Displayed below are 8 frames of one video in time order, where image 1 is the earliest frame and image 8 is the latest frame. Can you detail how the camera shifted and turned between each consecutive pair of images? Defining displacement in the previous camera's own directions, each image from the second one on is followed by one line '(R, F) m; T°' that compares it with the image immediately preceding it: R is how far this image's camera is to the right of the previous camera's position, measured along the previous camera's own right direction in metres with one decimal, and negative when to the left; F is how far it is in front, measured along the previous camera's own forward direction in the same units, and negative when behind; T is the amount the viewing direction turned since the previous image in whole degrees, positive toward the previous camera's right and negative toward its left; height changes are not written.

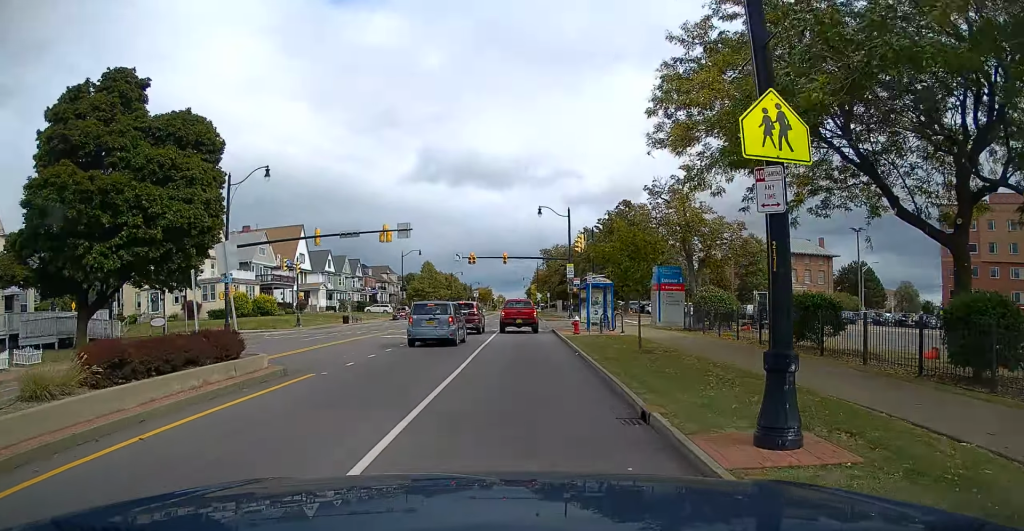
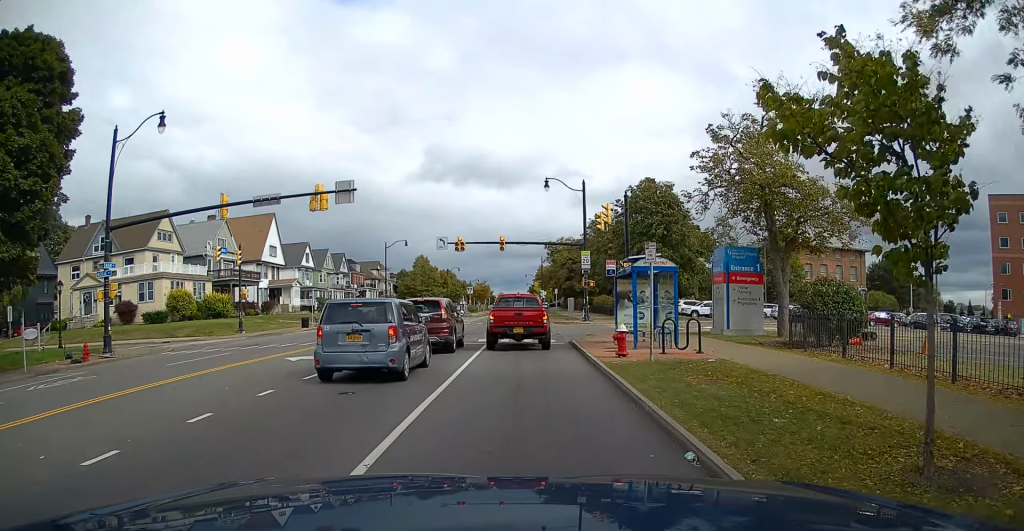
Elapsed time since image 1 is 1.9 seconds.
(0.0, +12.2) m; 0°
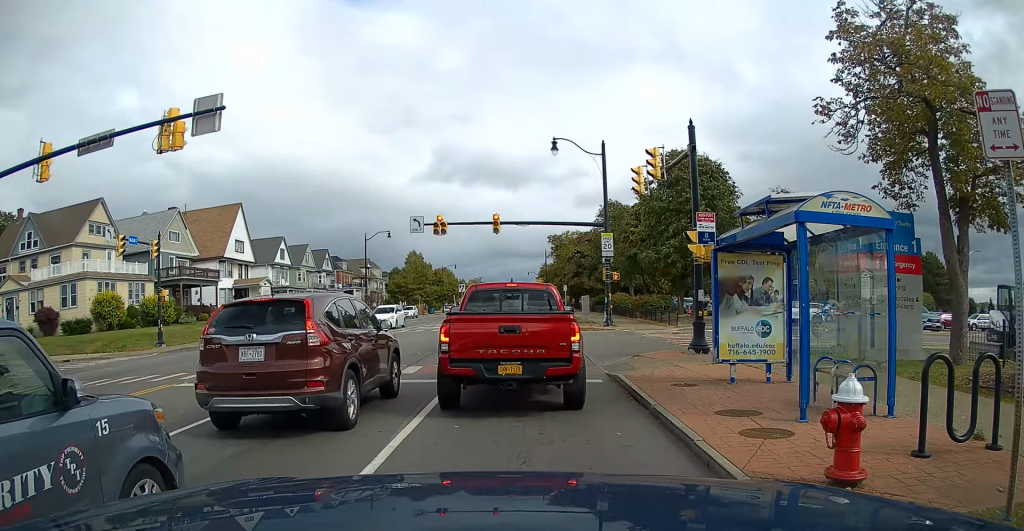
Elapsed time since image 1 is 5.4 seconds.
(-0.2, +12.1) m; +3°
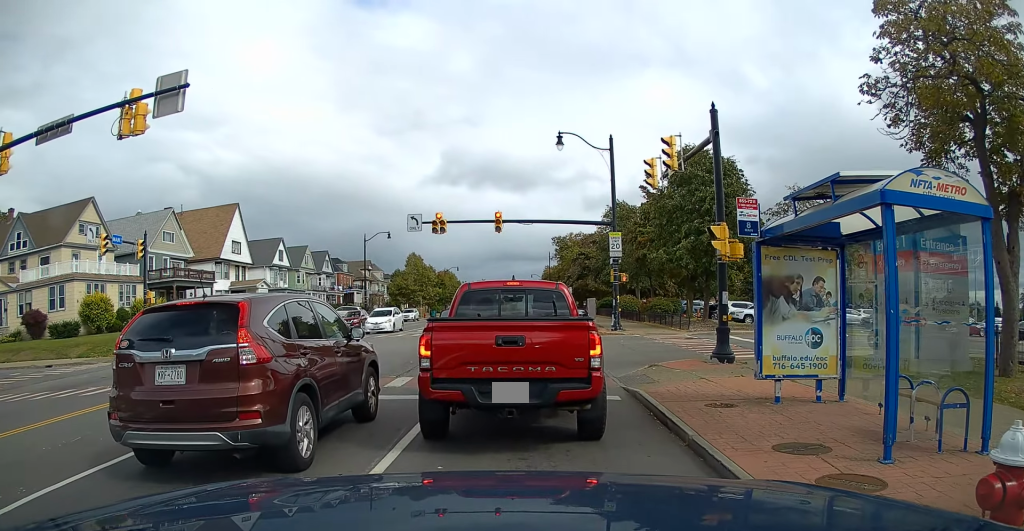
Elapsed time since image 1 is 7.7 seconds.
(0.0, +4.1) m; +5°
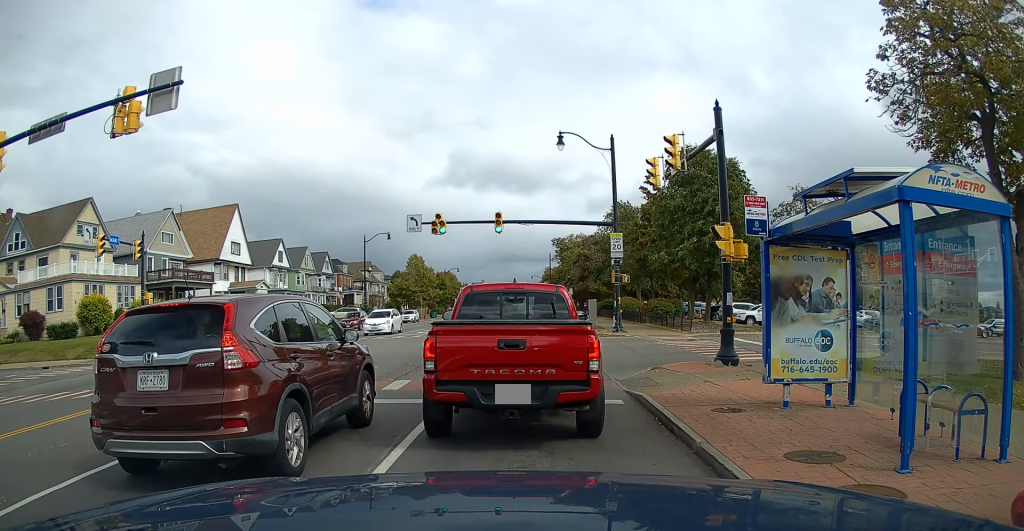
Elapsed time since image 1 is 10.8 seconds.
(+0.5, +3.6) m; -5°
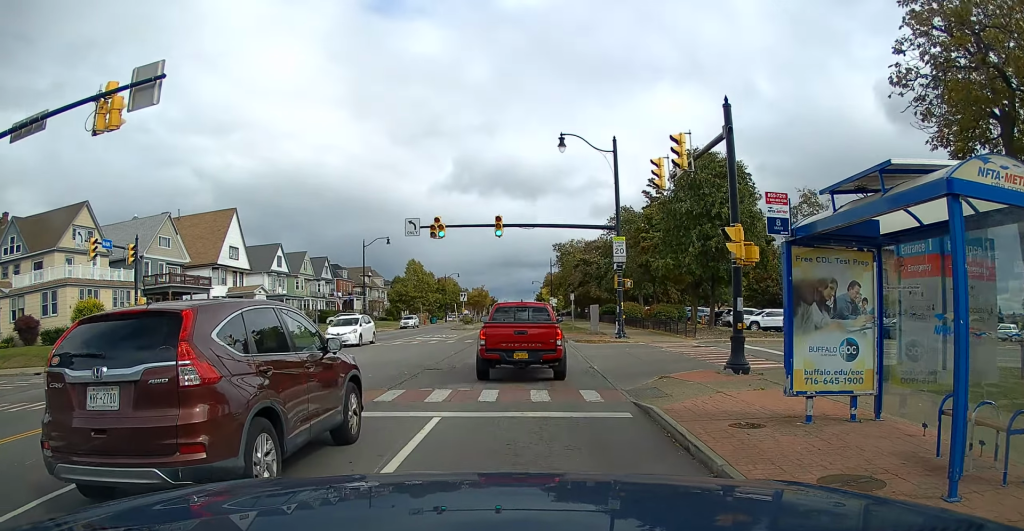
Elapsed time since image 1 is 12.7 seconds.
(-0.6, +4.1) m; -5°
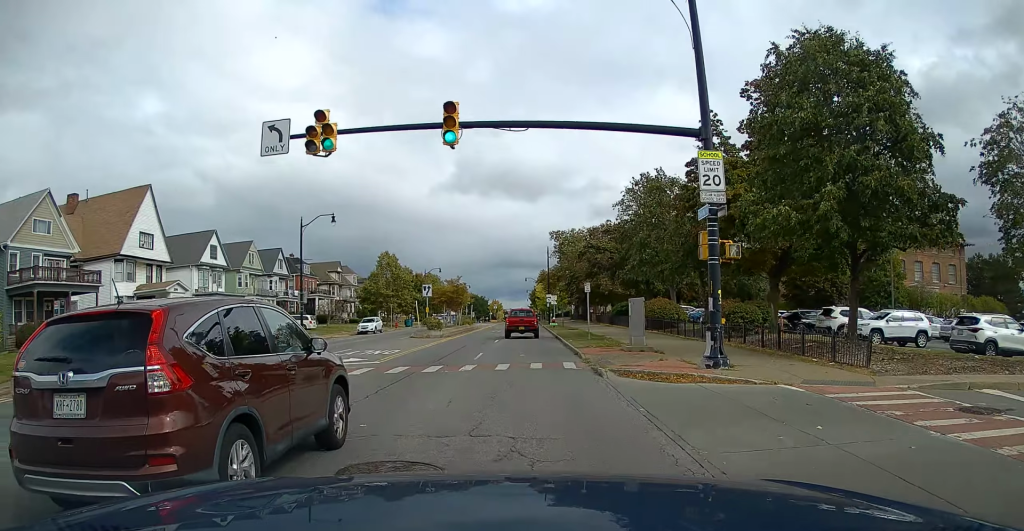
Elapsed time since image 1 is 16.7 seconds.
(-0.3, +19.1) m; 0°
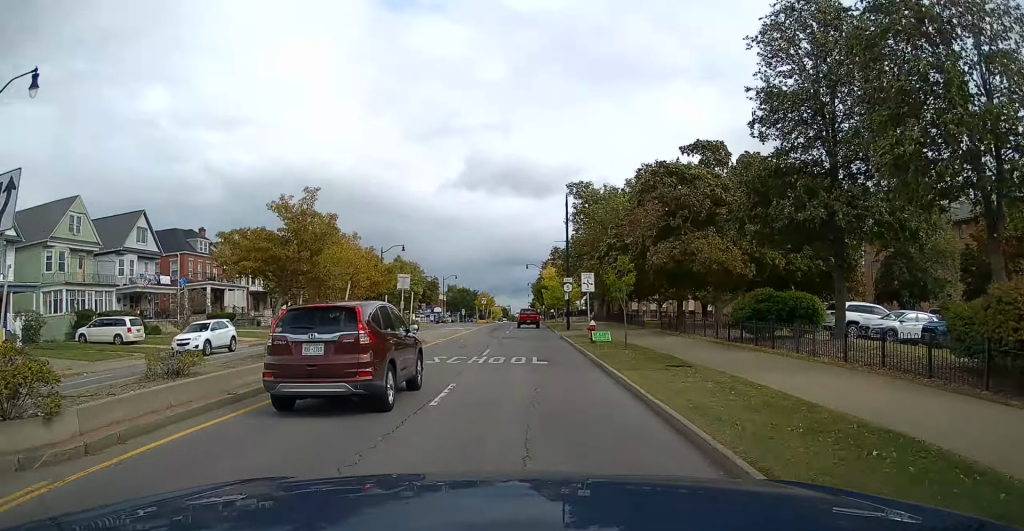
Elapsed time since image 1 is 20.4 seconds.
(+0.4, +31.4) m; +1°
